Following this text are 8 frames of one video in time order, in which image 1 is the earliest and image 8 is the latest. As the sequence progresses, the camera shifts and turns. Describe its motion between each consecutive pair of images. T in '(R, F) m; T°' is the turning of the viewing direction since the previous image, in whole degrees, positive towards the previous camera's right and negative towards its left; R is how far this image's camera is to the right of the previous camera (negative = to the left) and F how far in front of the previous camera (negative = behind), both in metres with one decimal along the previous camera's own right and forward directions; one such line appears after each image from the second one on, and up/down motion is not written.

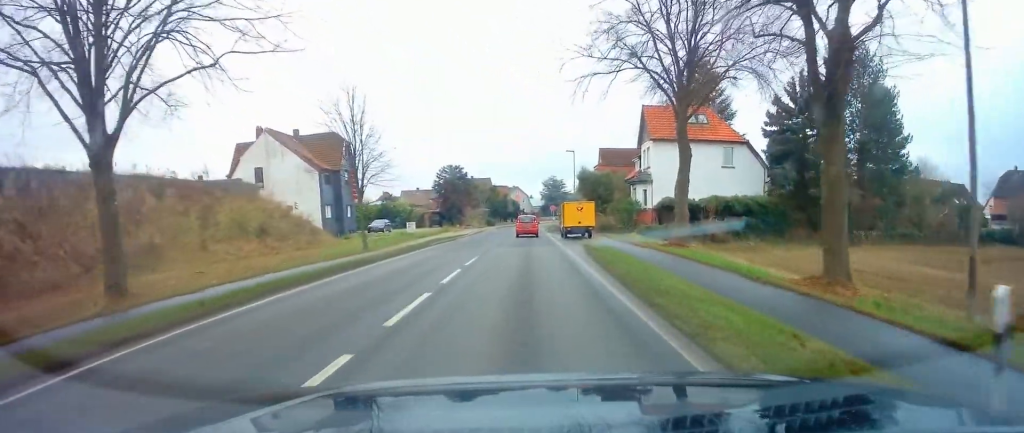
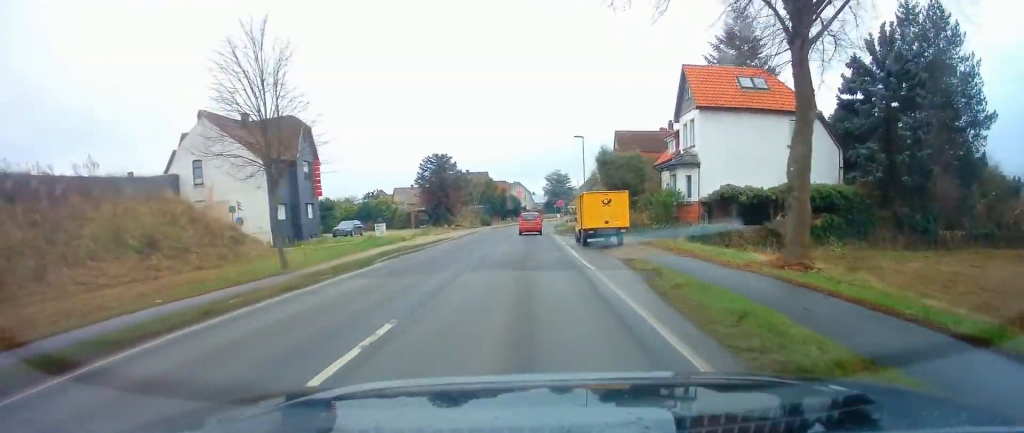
(+0.1, +11.6) m; 0°
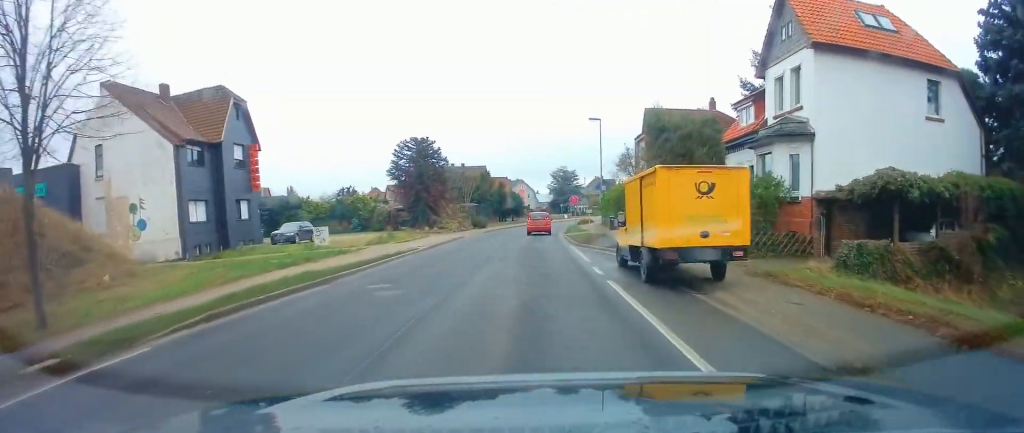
(0.0, +12.9) m; 0°
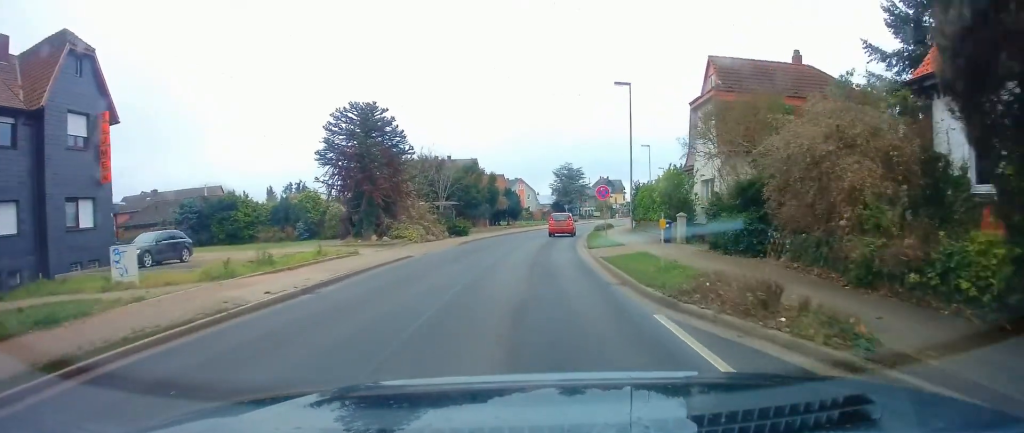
(-0.2, +16.1) m; -1°
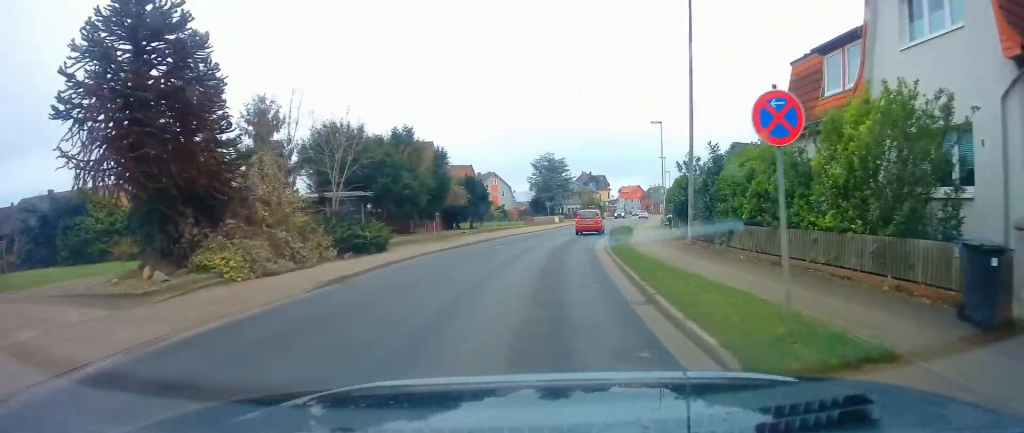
(+0.3, +18.6) m; +3°
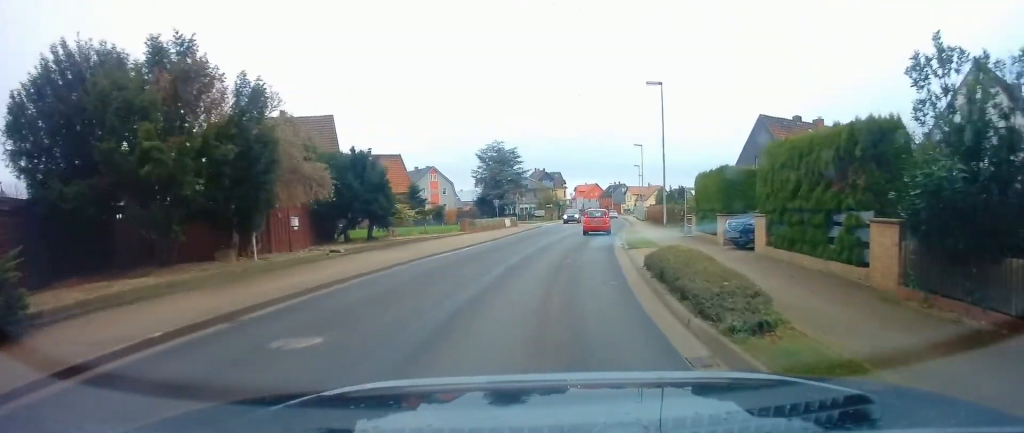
(+0.3, +18.3) m; +2°
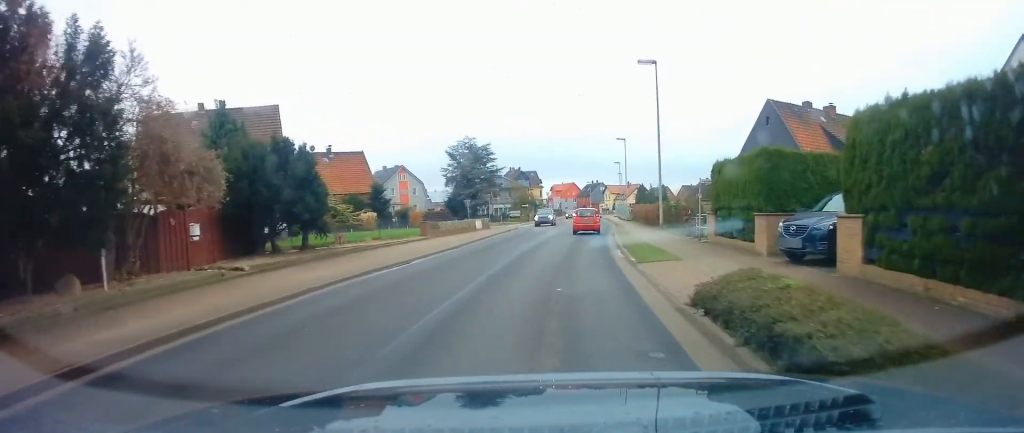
(+0.1, +5.8) m; +2°
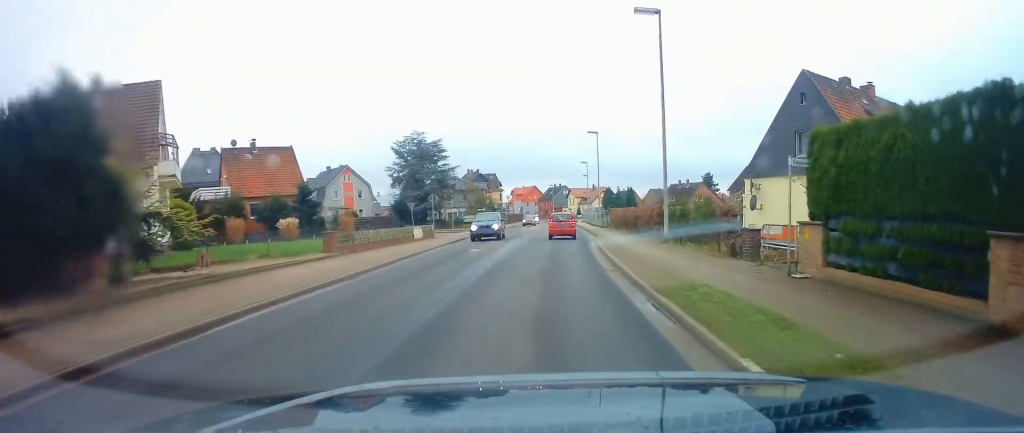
(+0.1, +10.1) m; +4°
